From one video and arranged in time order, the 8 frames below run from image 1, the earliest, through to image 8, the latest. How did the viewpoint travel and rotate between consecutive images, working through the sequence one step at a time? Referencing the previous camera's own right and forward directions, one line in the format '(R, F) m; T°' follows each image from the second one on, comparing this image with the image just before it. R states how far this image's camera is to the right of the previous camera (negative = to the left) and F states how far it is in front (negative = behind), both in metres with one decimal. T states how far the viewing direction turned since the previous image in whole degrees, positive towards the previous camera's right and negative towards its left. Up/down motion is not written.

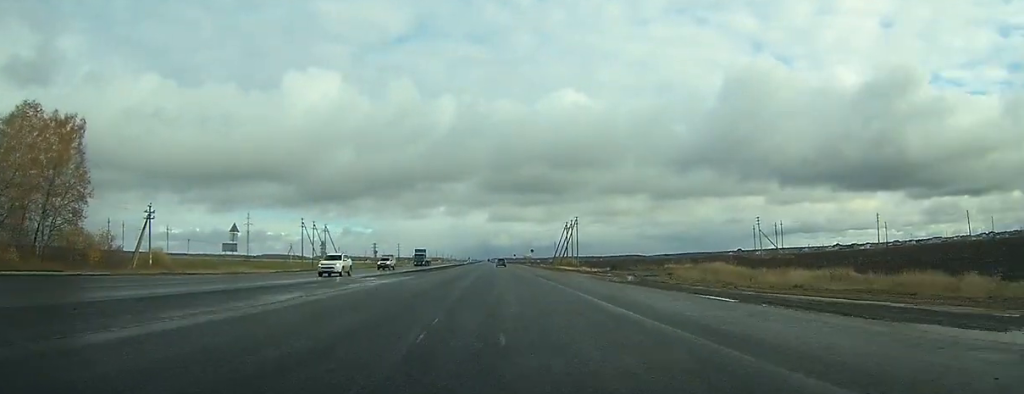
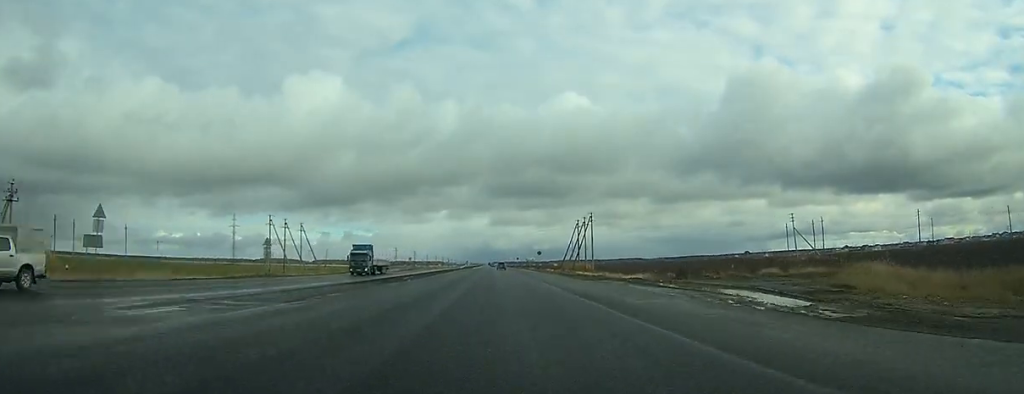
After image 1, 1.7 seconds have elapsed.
(0.0, +22.7) m; 0°
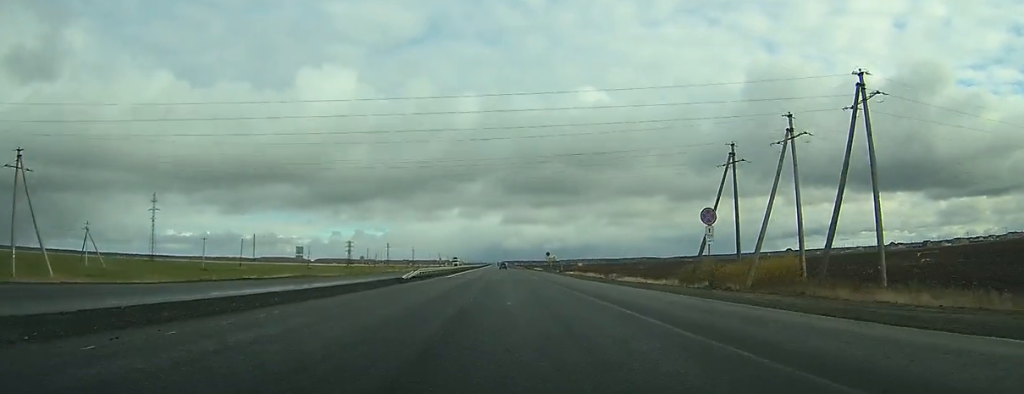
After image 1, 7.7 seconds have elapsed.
(-1.6, +106.4) m; -2°
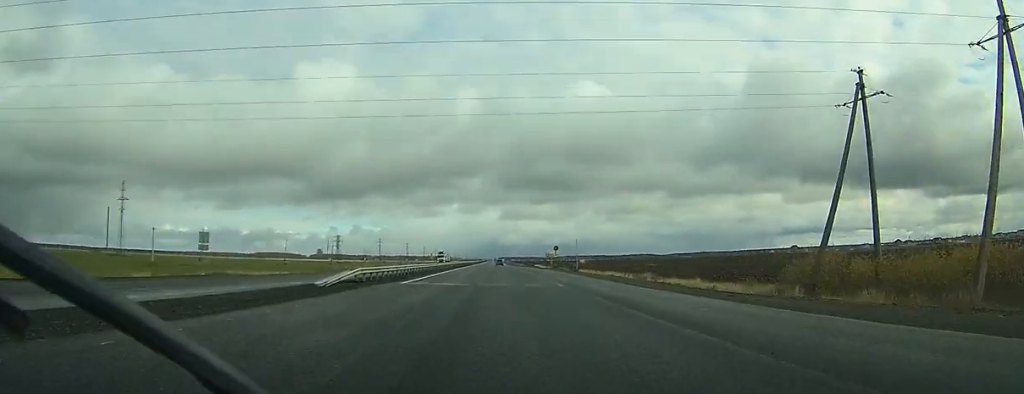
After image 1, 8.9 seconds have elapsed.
(-0.6, +25.3) m; 0°
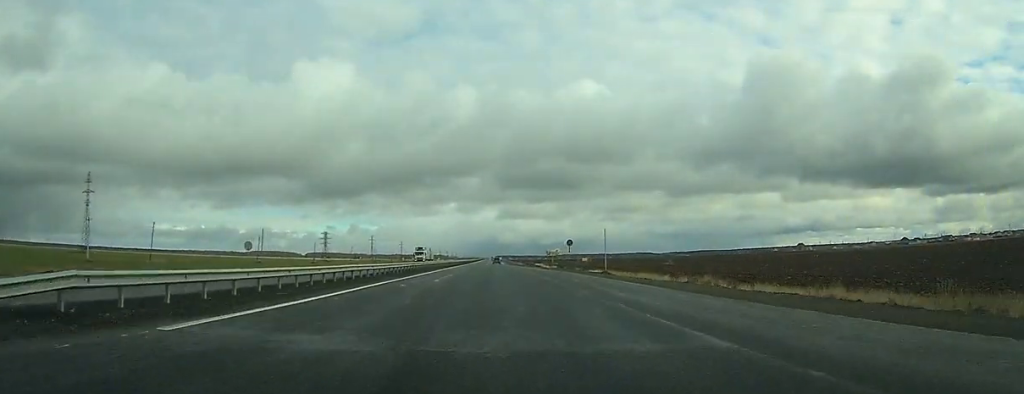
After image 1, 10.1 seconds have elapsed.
(+0.5, +24.1) m; +1°
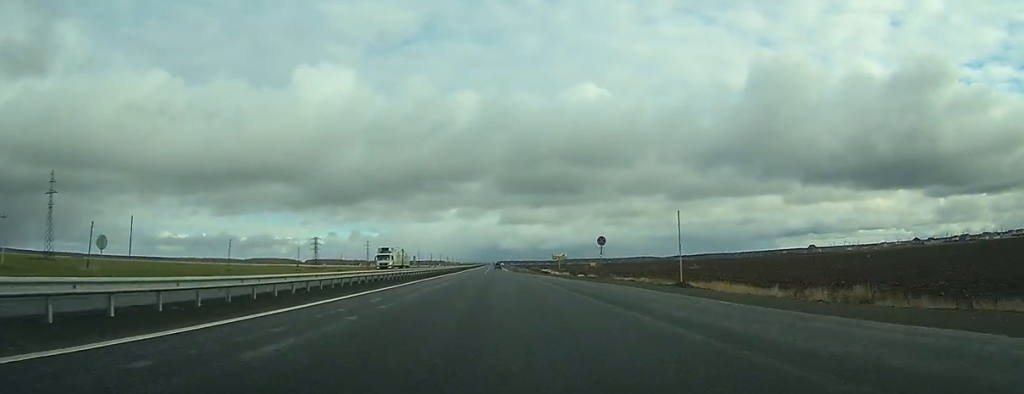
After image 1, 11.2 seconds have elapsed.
(+0.3, +24.1) m; +1°
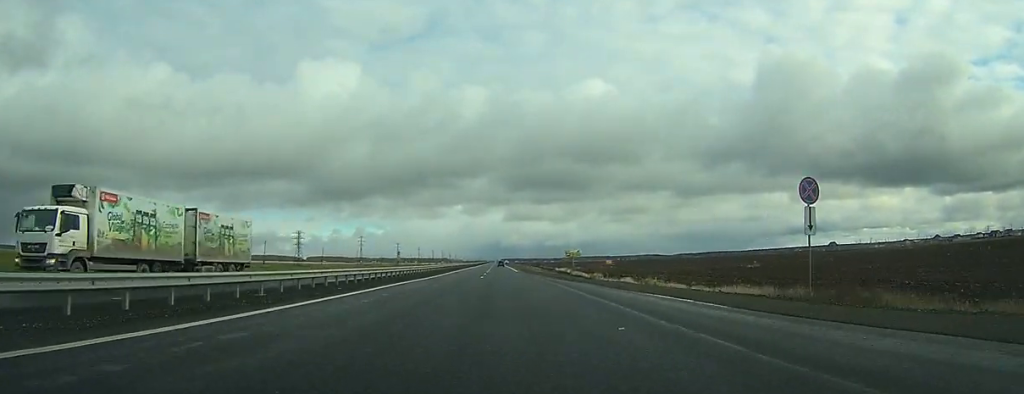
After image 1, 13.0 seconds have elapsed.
(-0.1, +38.5) m; -1°
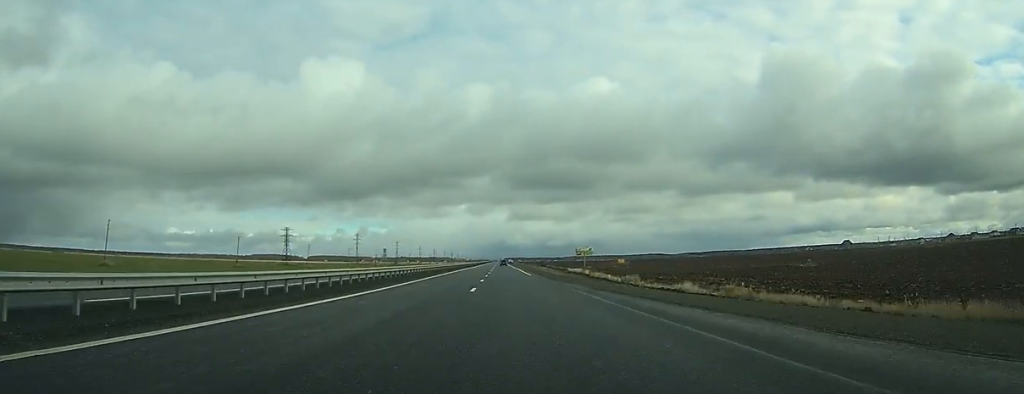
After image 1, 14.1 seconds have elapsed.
(-0.1, +23.5) m; 0°
